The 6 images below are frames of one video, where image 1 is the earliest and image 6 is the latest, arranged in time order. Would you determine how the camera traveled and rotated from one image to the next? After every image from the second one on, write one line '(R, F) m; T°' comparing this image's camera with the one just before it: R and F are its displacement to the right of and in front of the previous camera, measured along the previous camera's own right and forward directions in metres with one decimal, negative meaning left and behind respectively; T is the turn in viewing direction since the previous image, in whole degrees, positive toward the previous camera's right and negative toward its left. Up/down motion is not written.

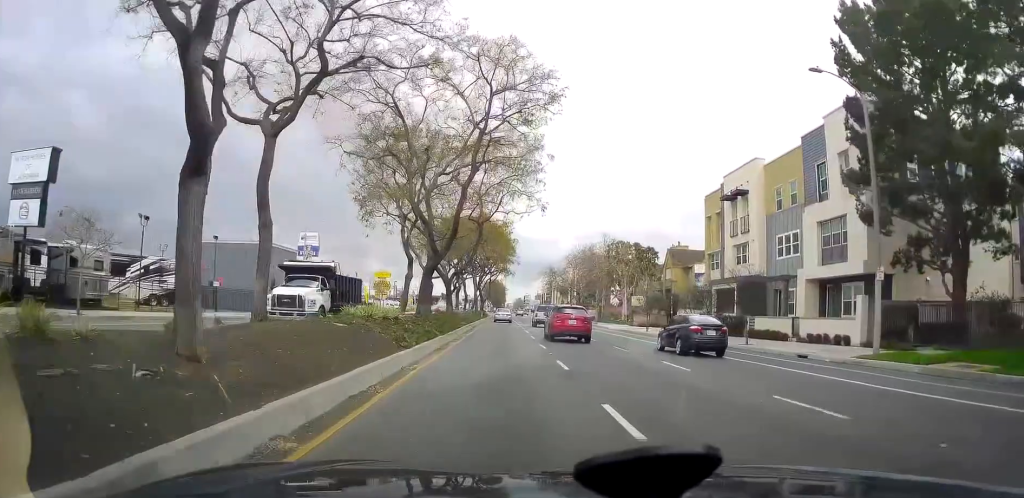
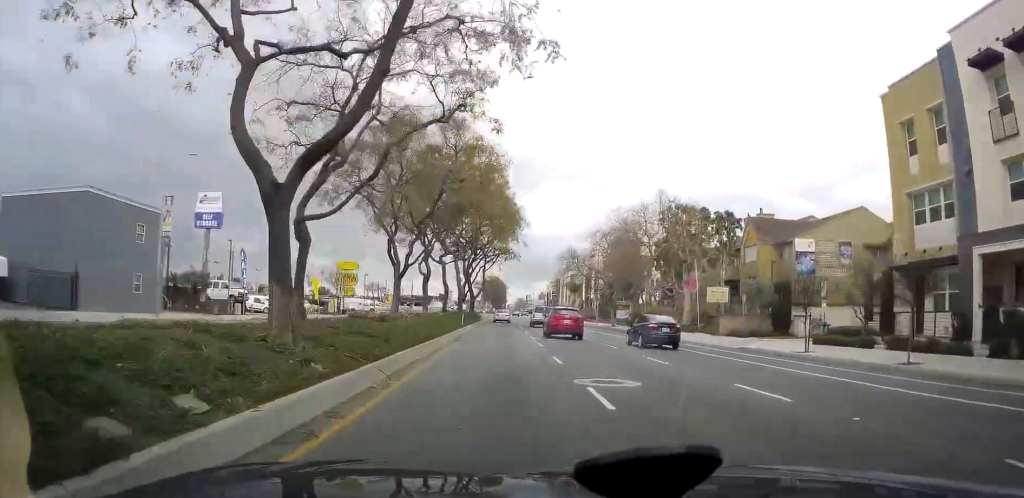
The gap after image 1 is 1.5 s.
(0.0, +27.3) m; 0°
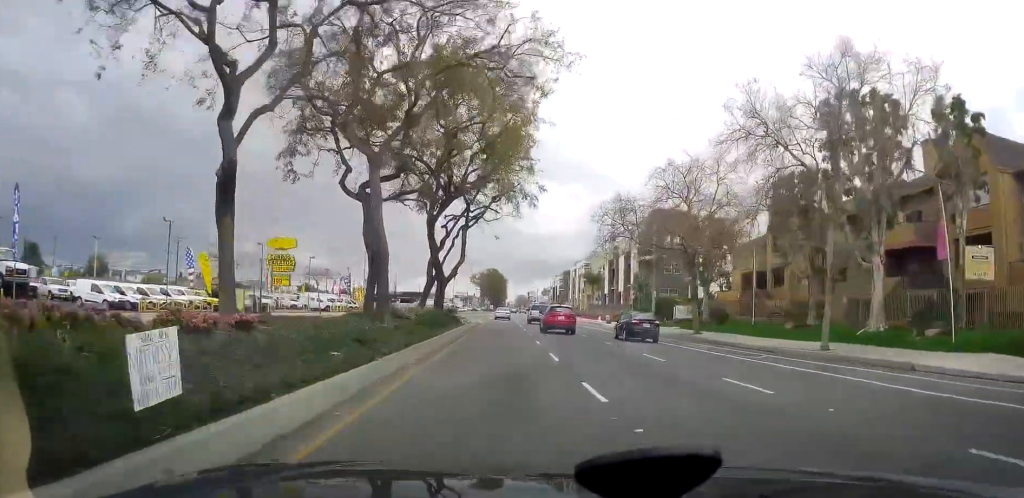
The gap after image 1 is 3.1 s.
(0.0, +29.3) m; 0°
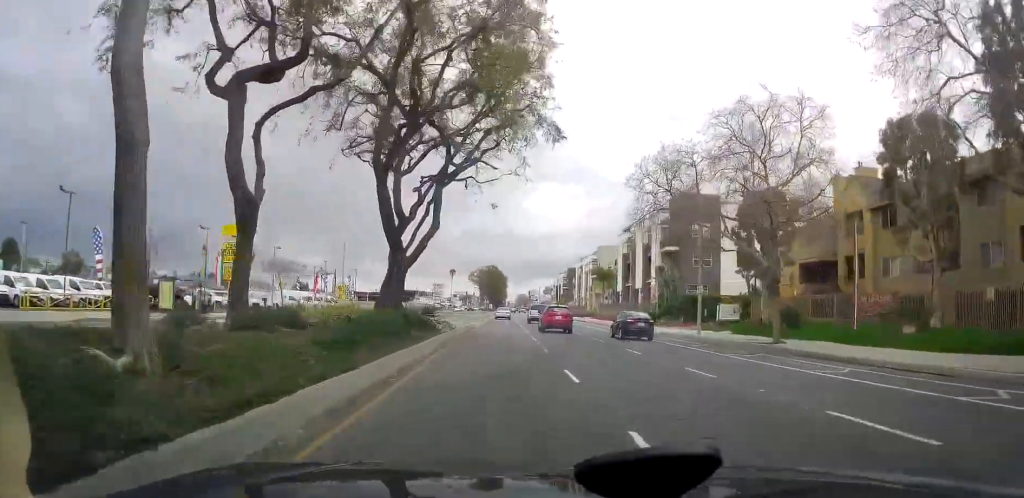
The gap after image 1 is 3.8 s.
(0.0, +11.7) m; 0°
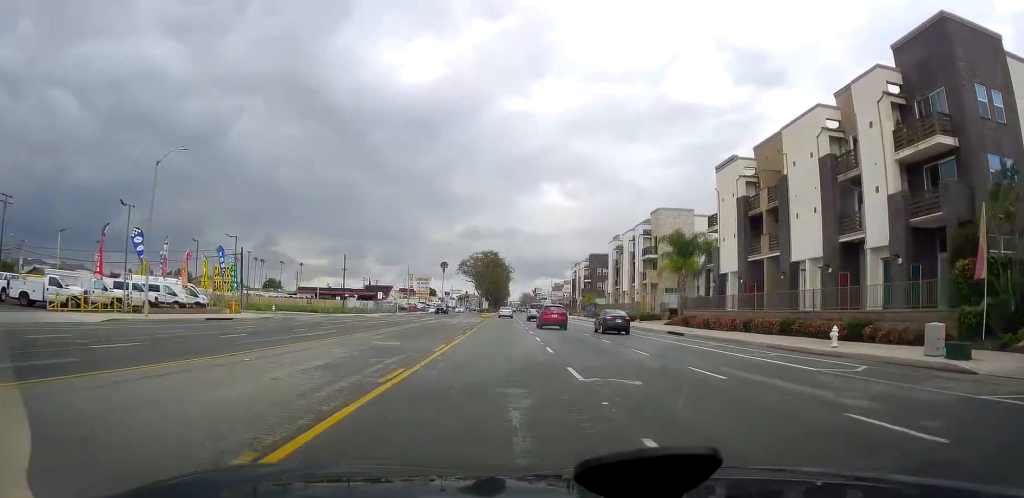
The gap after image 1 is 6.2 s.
(0.0, +44.7) m; 0°
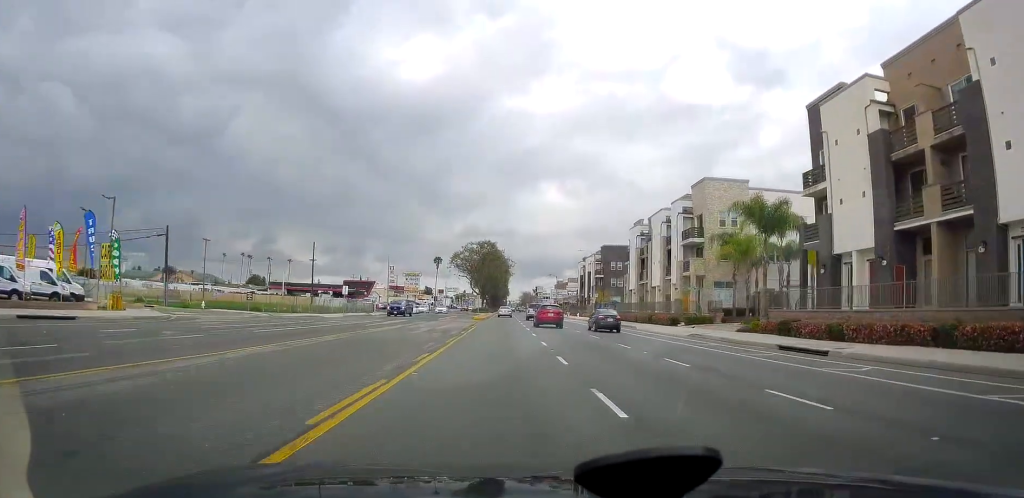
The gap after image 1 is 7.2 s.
(0.0, +18.8) m; 0°
